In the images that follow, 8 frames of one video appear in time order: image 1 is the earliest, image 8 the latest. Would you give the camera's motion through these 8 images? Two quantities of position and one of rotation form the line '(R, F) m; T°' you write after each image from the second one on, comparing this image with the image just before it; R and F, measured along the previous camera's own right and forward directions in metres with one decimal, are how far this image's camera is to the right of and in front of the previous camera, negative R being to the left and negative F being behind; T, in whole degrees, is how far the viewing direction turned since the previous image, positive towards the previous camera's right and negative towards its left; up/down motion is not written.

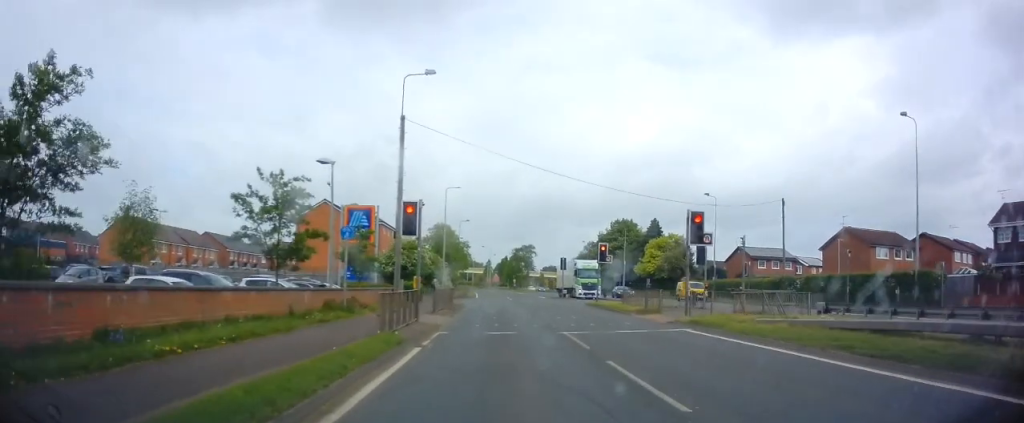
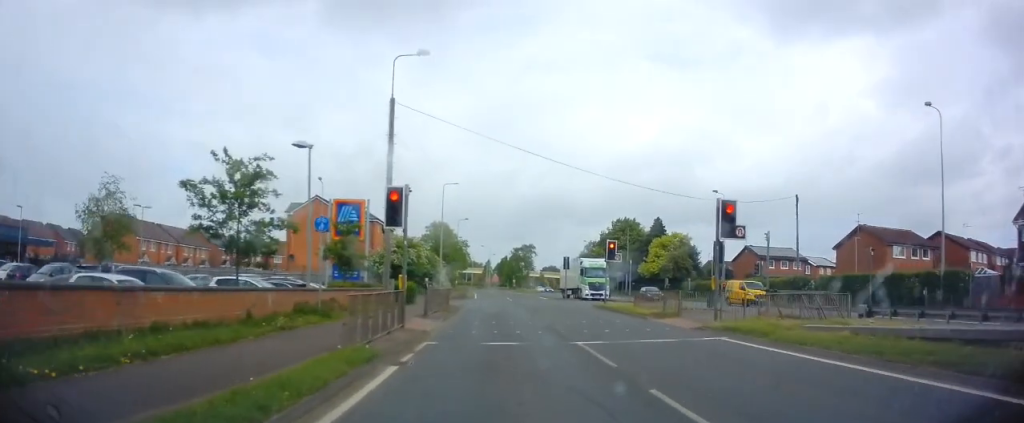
(+0.2, +2.7) m; +1°
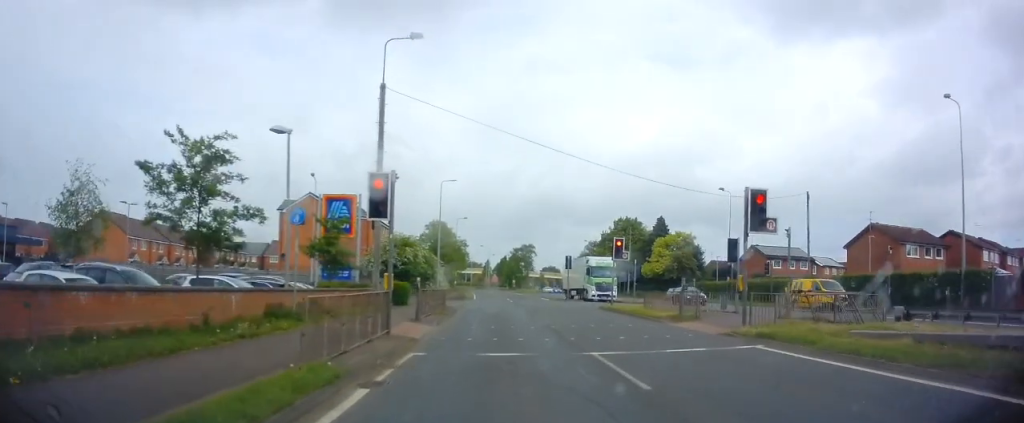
(+0.1, +2.2) m; 0°
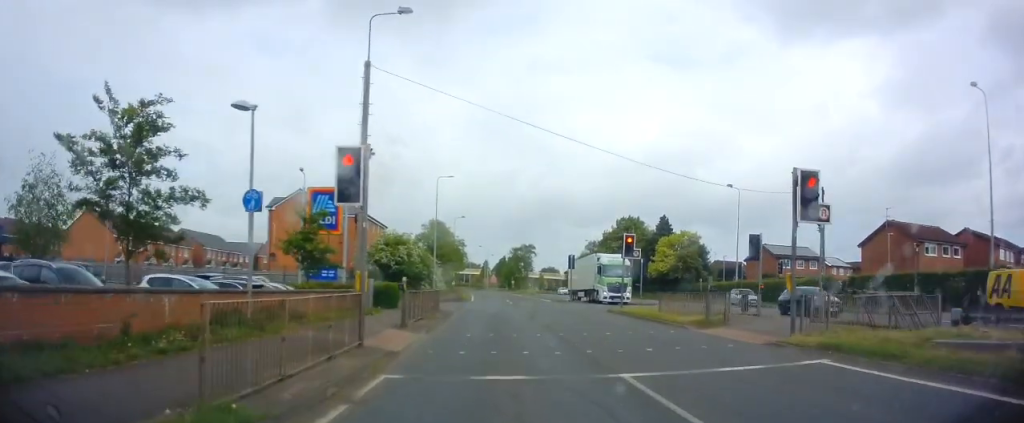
(-0.2, +2.8) m; -3°
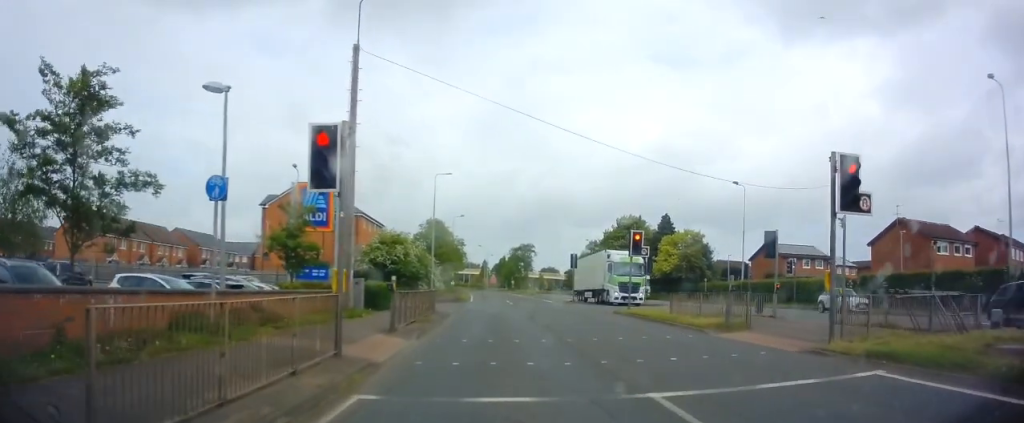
(0.0, +1.4) m; 0°
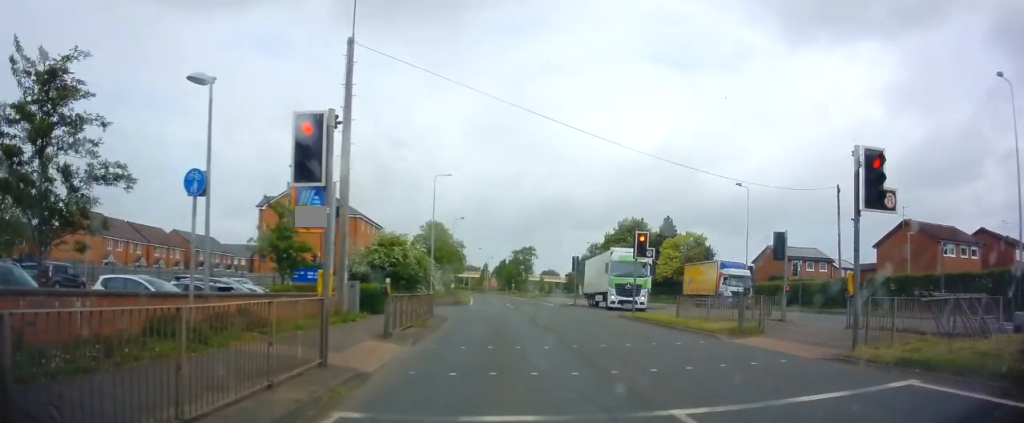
(+0.3, +1.1) m; 0°
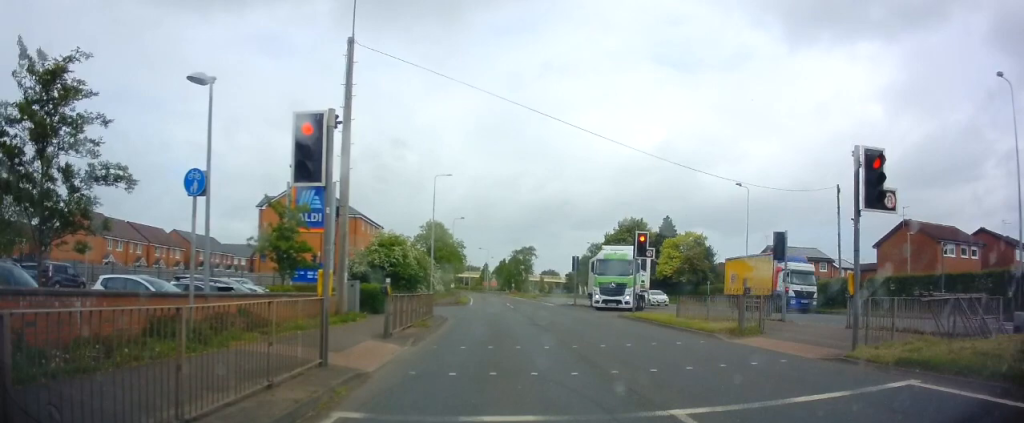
(0.0, 0.0) m; 0°
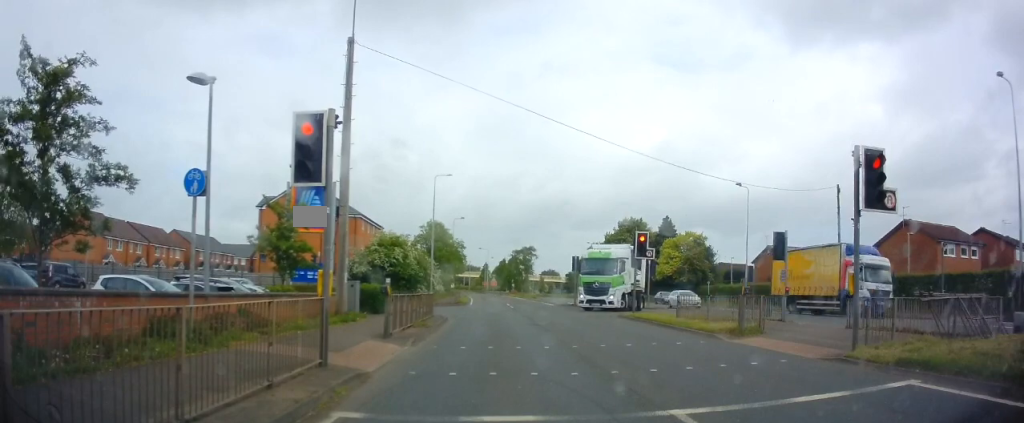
(0.0, 0.0) m; 0°
